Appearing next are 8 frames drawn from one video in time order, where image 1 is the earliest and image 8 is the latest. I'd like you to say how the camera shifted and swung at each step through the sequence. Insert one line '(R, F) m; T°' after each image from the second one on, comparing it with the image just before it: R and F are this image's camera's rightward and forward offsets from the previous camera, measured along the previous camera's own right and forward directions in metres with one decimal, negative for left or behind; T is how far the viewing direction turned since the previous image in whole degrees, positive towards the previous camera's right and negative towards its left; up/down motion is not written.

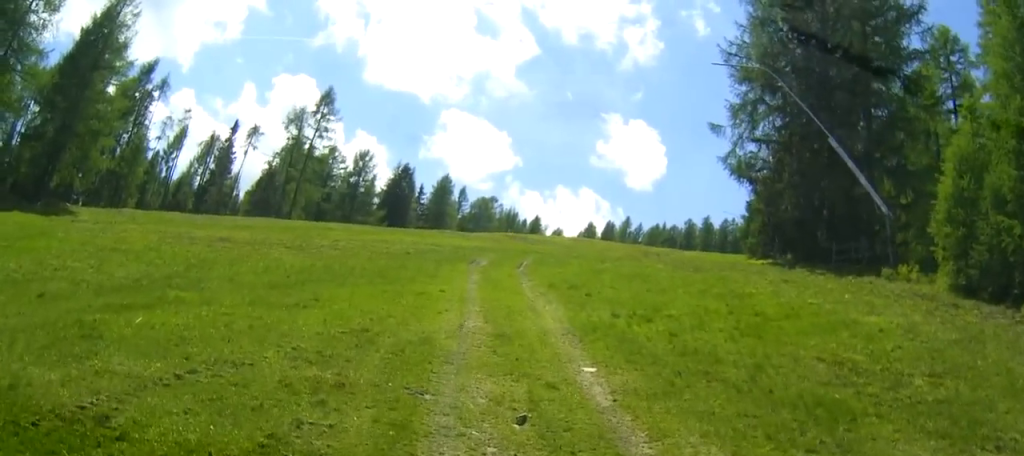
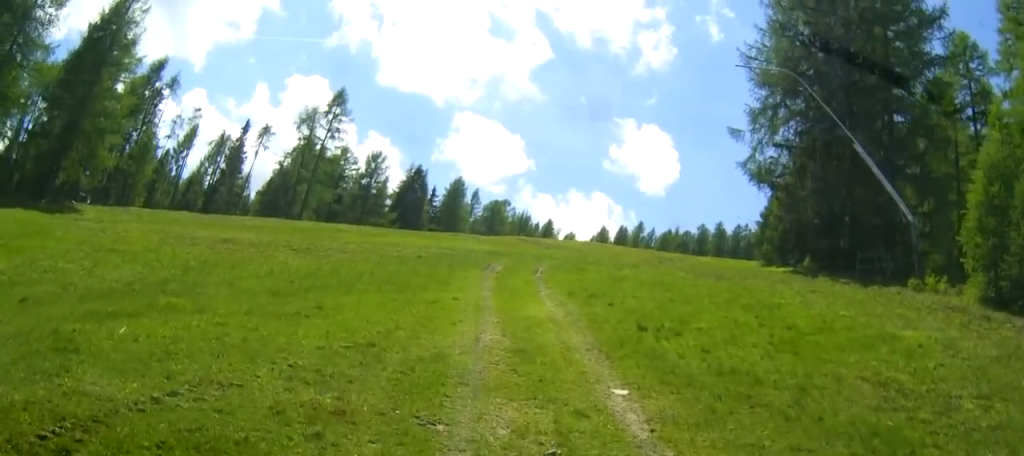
(0.0, +0.9) m; -1°
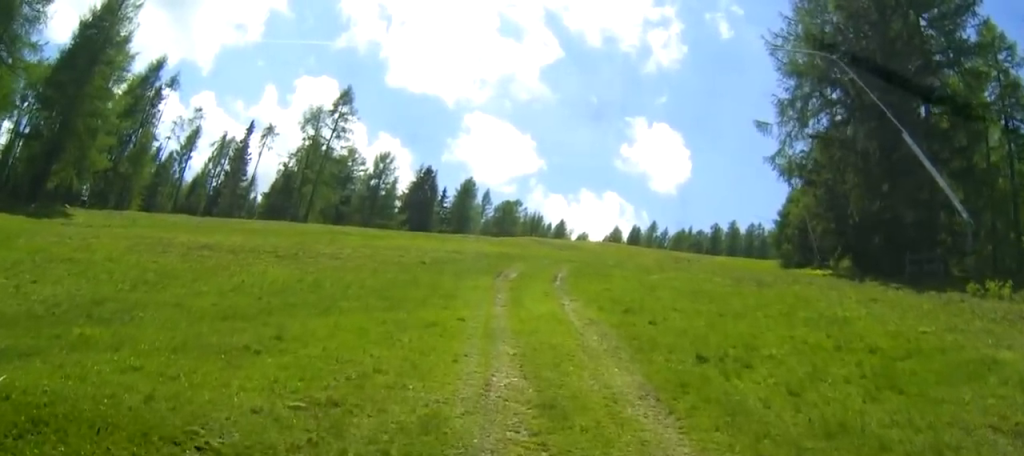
(+0.1, +3.2) m; +4°
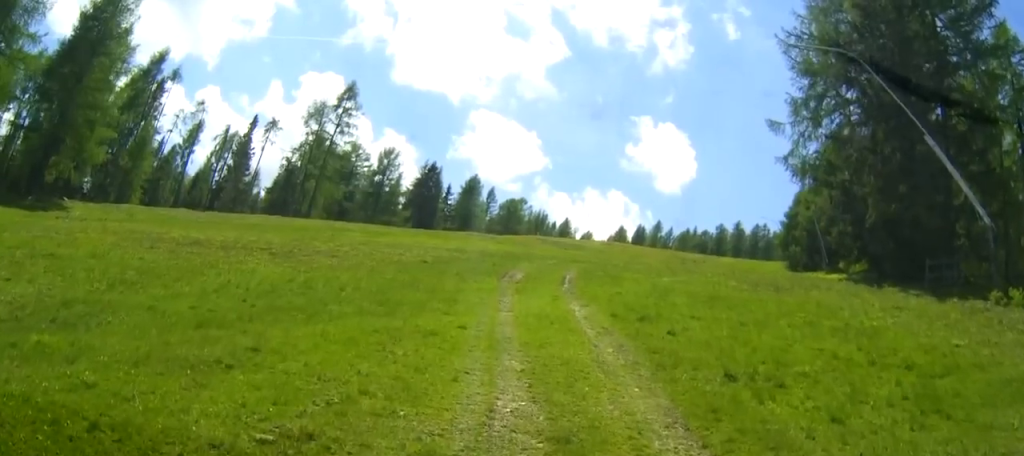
(+0.1, +1.2) m; 0°
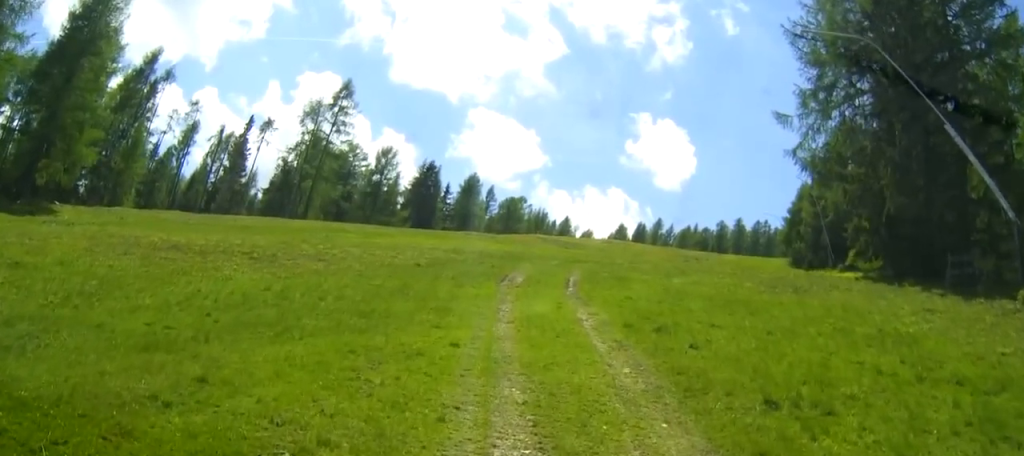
(-0.1, +1.6) m; -1°
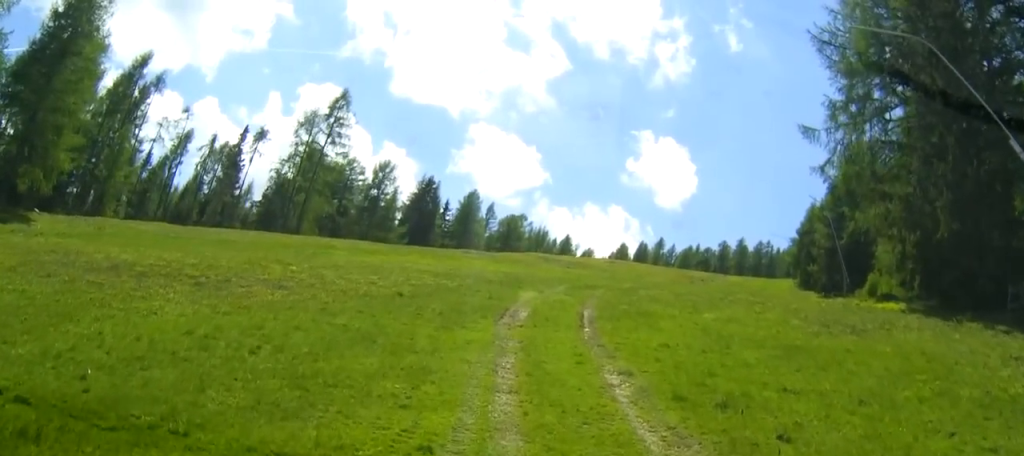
(0.0, +3.8) m; +1°
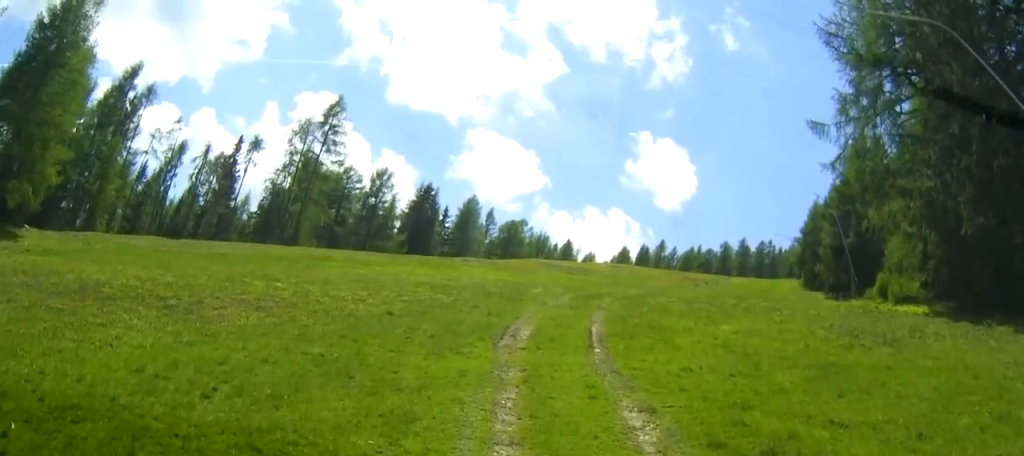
(0.0, +1.7) m; 0°
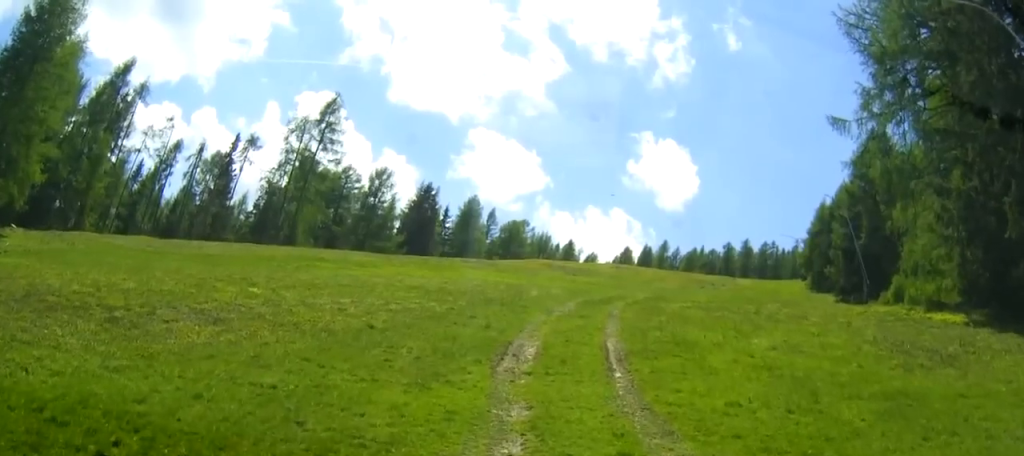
(0.0, +2.5) m; +1°
